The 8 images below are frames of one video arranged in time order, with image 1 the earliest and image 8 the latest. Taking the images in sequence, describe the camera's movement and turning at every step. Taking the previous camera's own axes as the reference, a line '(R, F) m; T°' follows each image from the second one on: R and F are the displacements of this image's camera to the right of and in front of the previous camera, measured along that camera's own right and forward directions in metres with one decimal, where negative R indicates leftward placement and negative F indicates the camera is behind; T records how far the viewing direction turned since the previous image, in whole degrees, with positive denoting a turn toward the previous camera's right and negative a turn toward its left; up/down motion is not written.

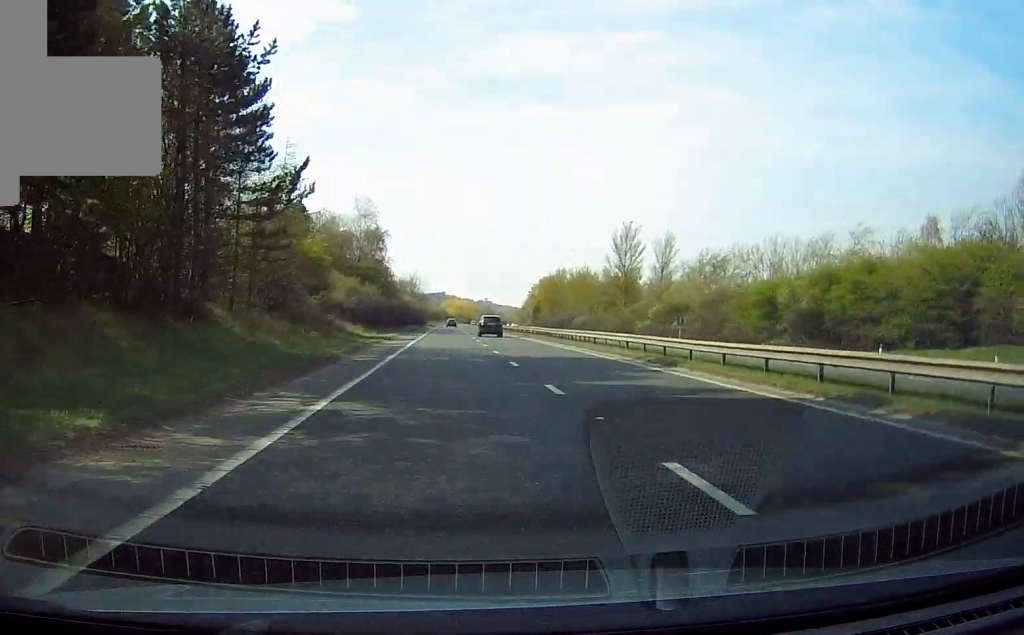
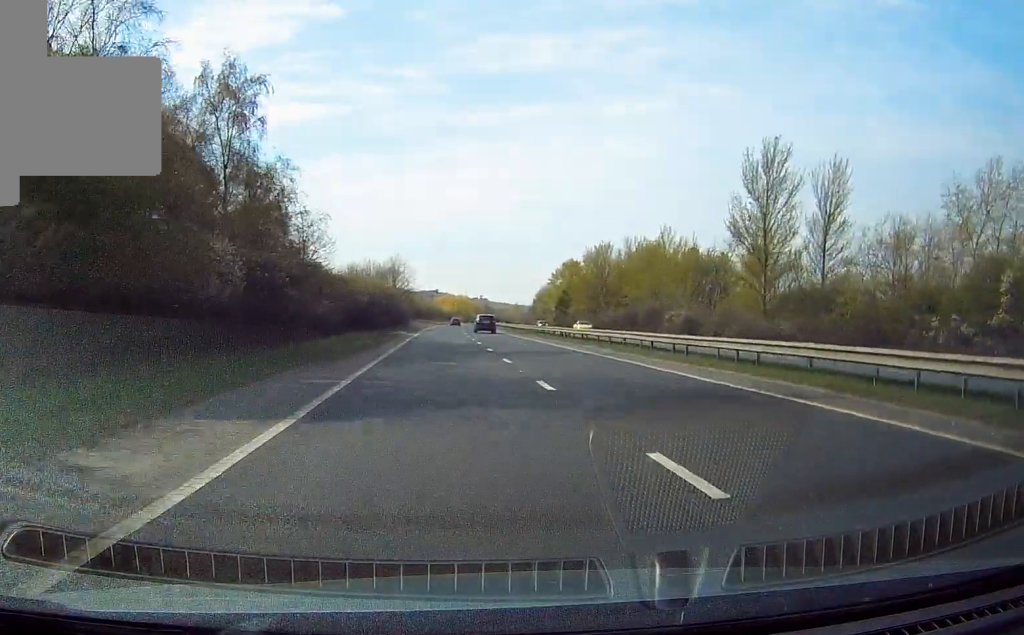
(-0.6, +61.4) m; 0°
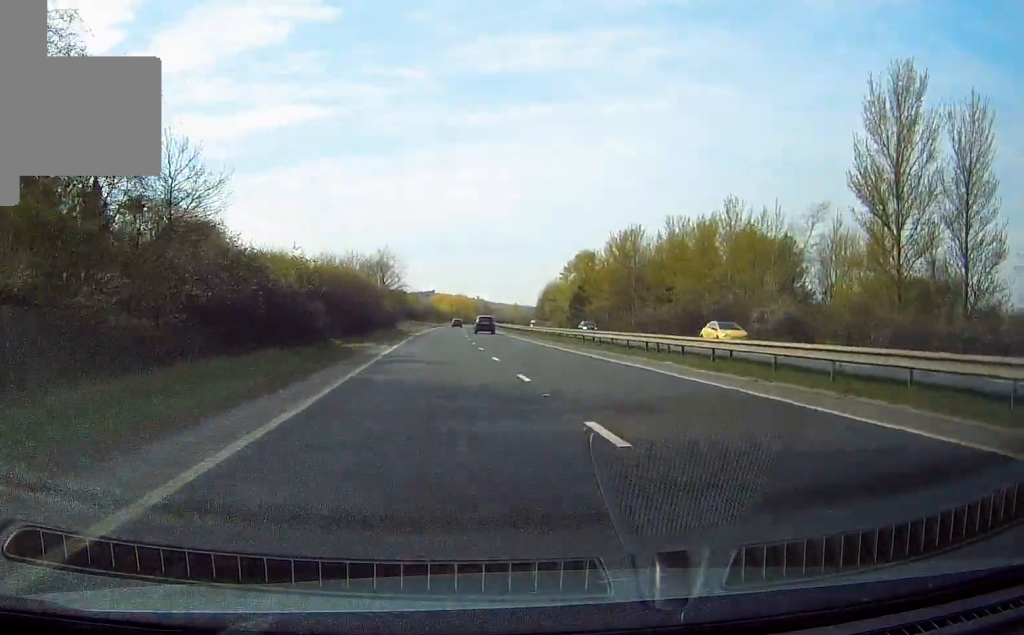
(+0.1, +24.1) m; 0°
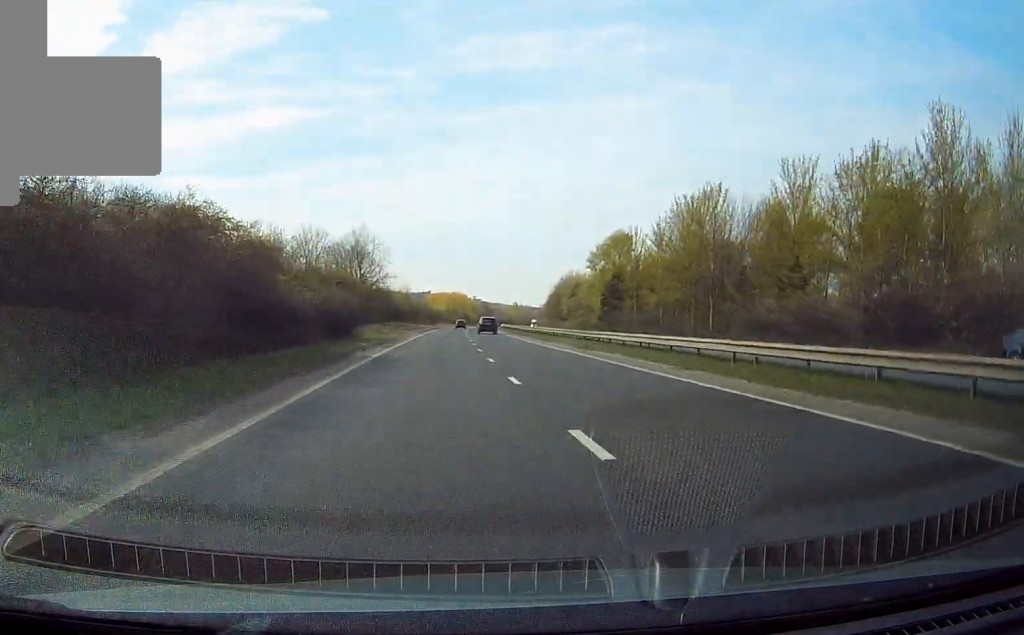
(+0.1, +36.2) m; 0°
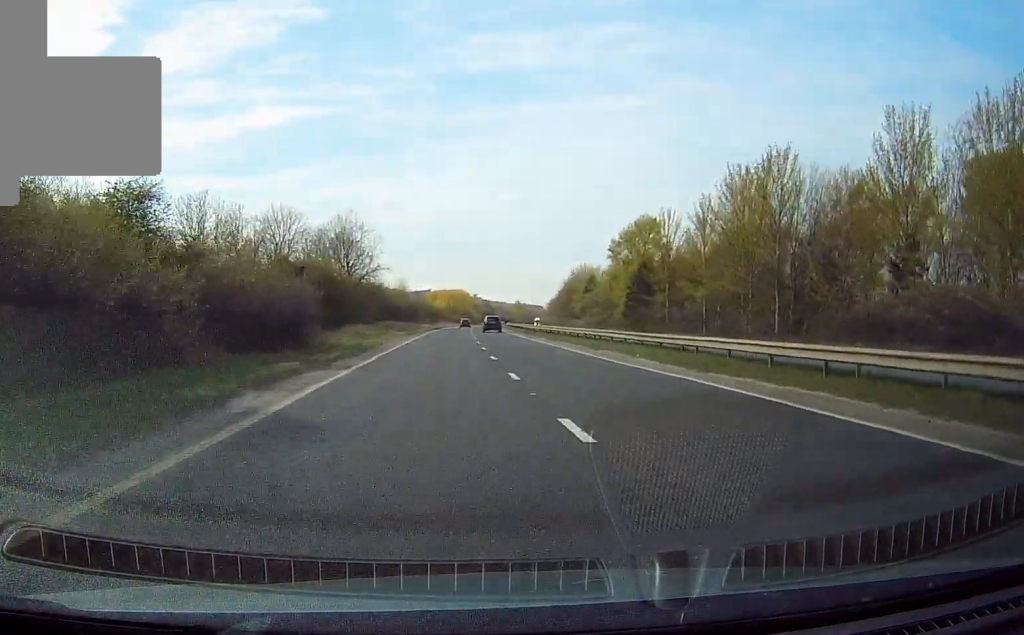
(-0.1, +16.8) m; 0°
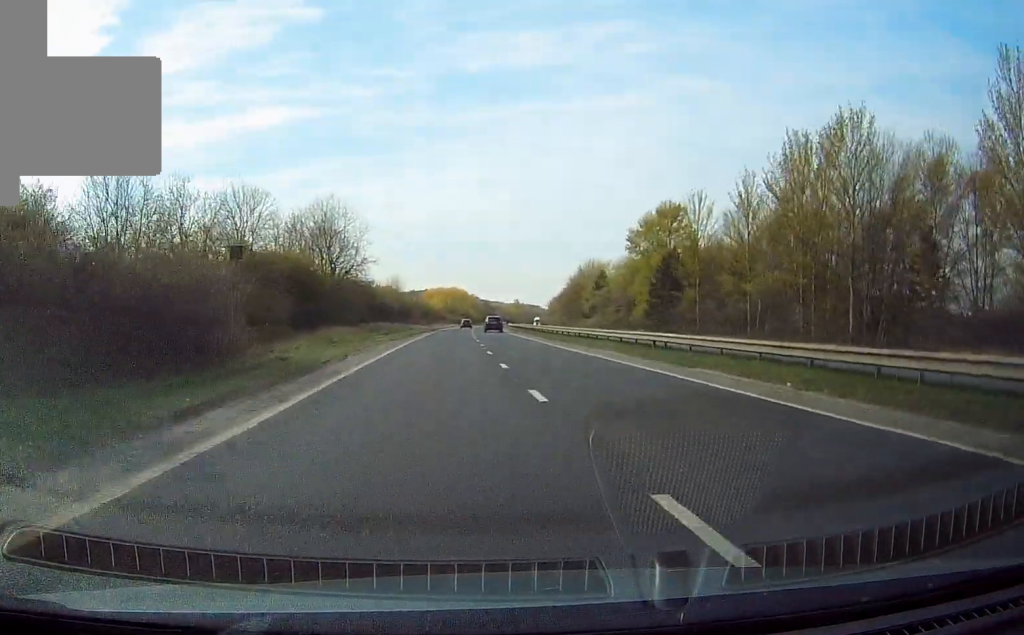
(-0.3, +13.5) m; +1°
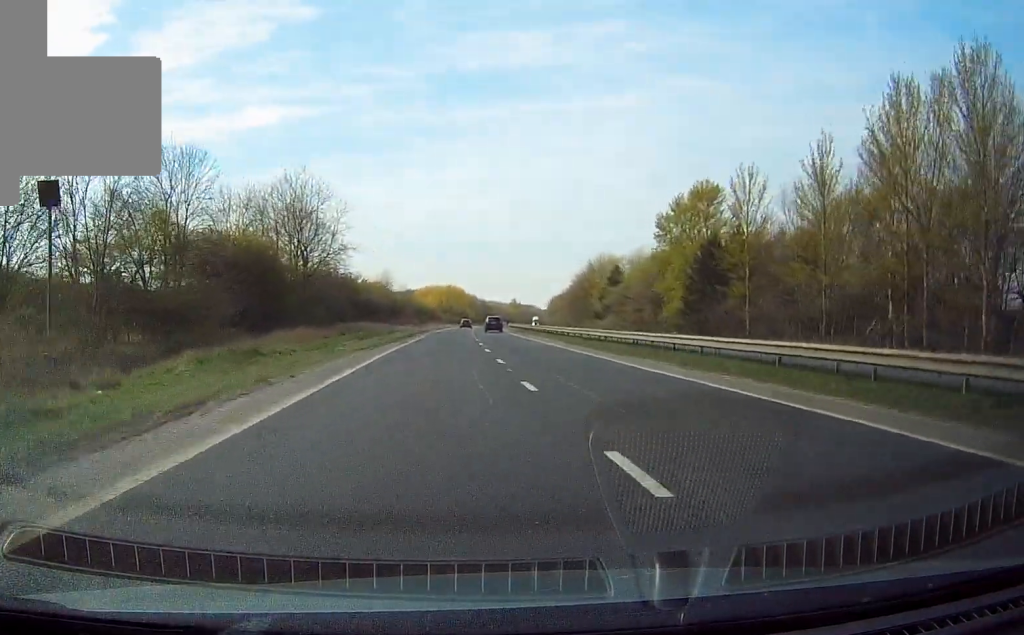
(+0.3, +15.8) m; +1°
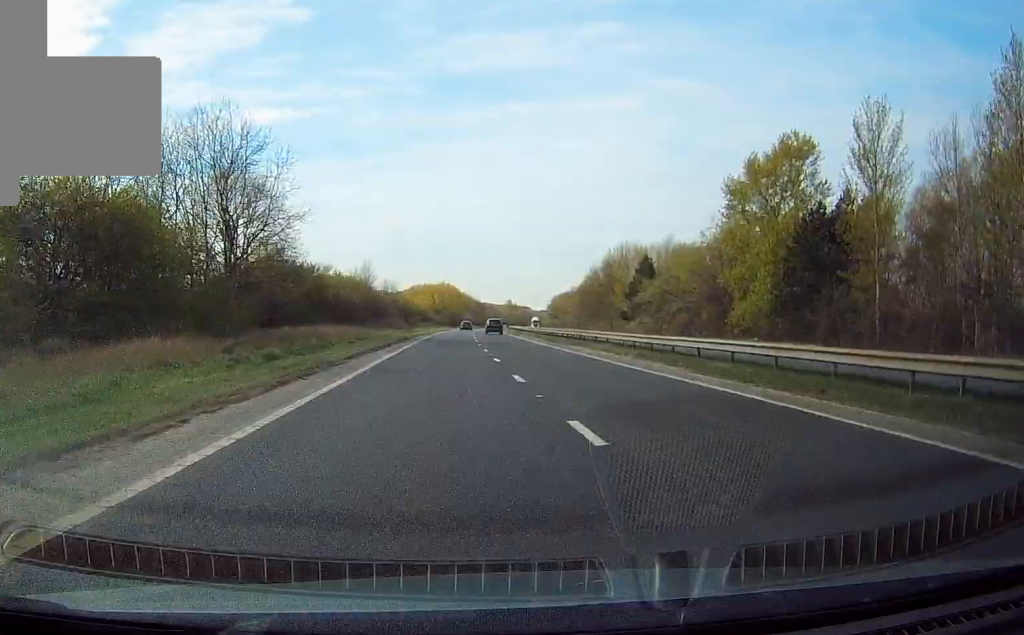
(+0.4, +23.9) m; 0°
